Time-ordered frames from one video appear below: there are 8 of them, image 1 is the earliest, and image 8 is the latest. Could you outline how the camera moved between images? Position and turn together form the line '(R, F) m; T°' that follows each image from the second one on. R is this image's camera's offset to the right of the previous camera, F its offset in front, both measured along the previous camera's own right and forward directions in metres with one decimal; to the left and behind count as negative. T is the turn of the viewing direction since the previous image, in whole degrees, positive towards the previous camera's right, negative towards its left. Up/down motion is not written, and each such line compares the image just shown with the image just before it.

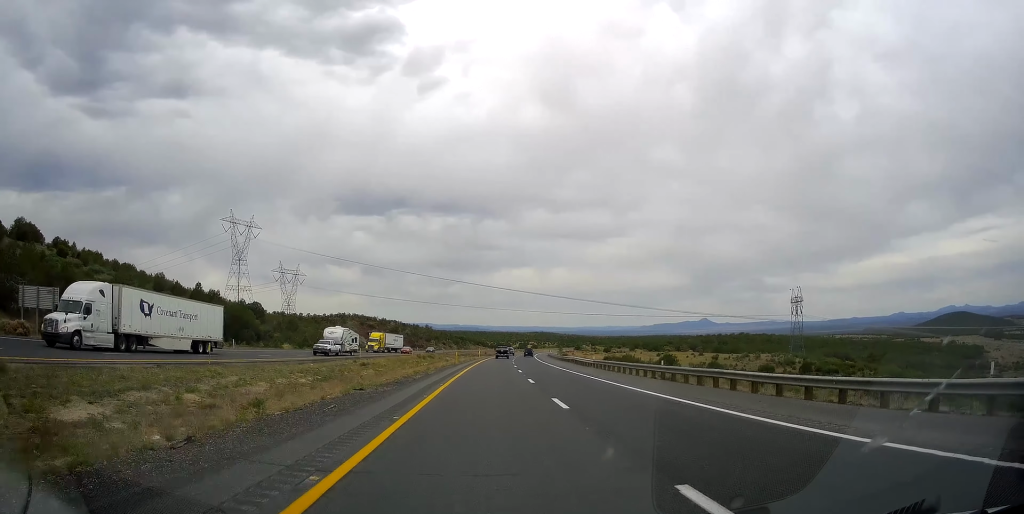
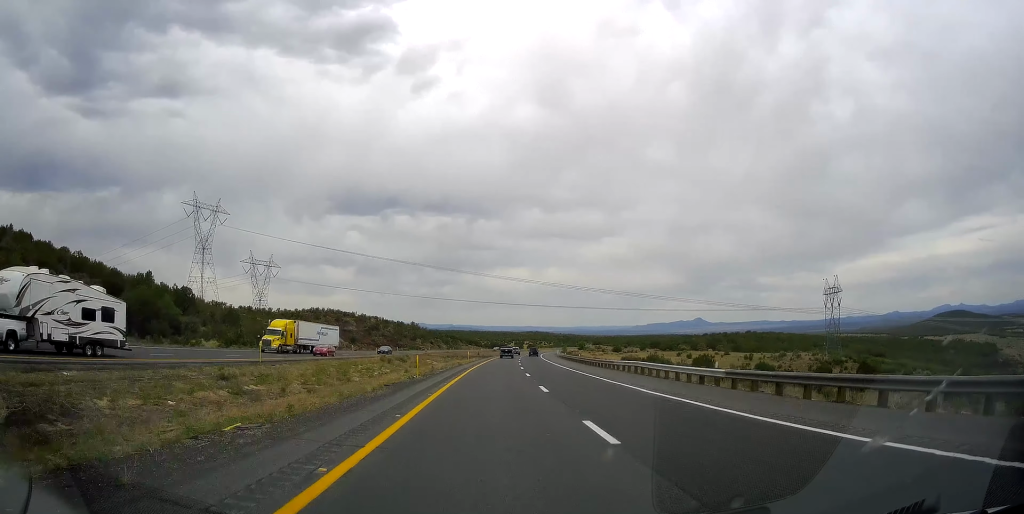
(+0.4, +30.4) m; +2°
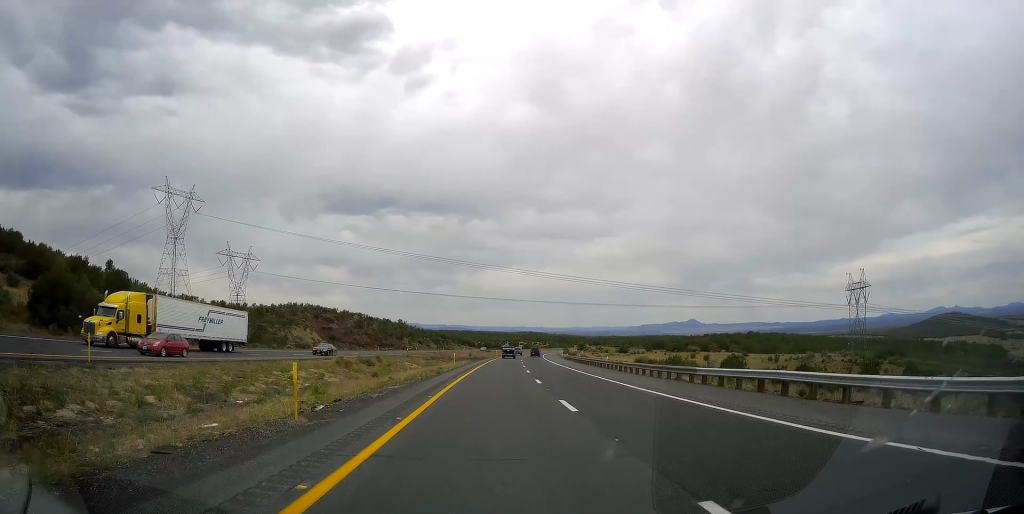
(+0.5, +19.1) m; +1°
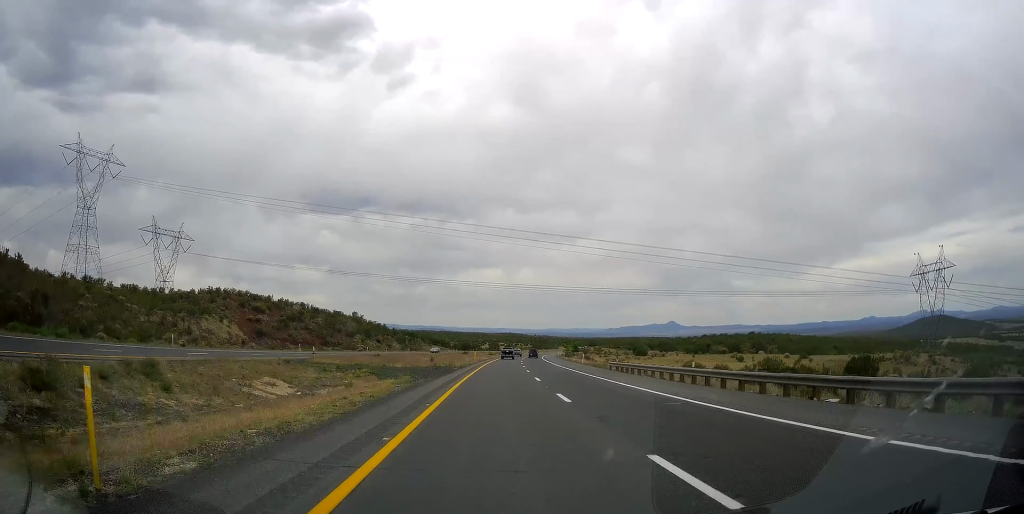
(0.0, +45.9) m; +1°
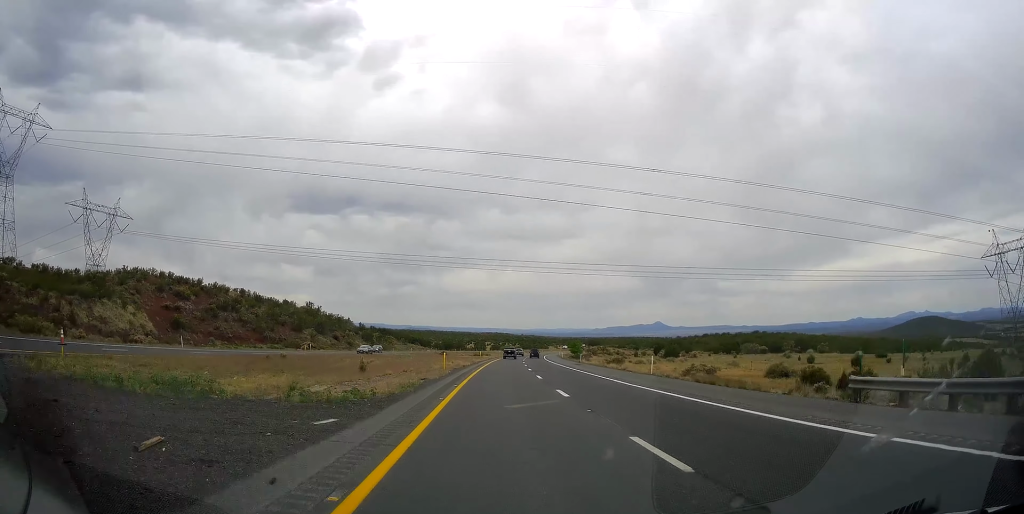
(+0.5, +34.6) m; +2°
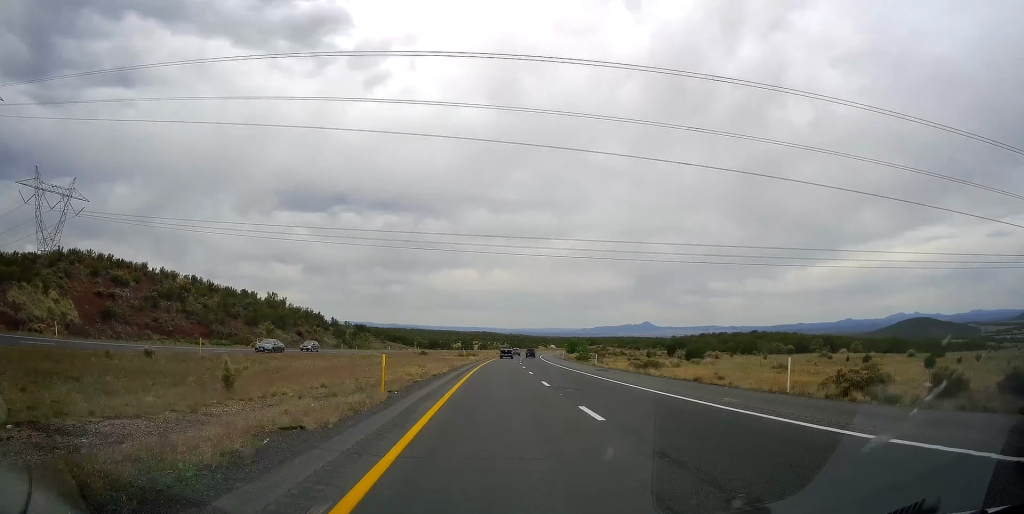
(+0.4, +19.0) m; +1°
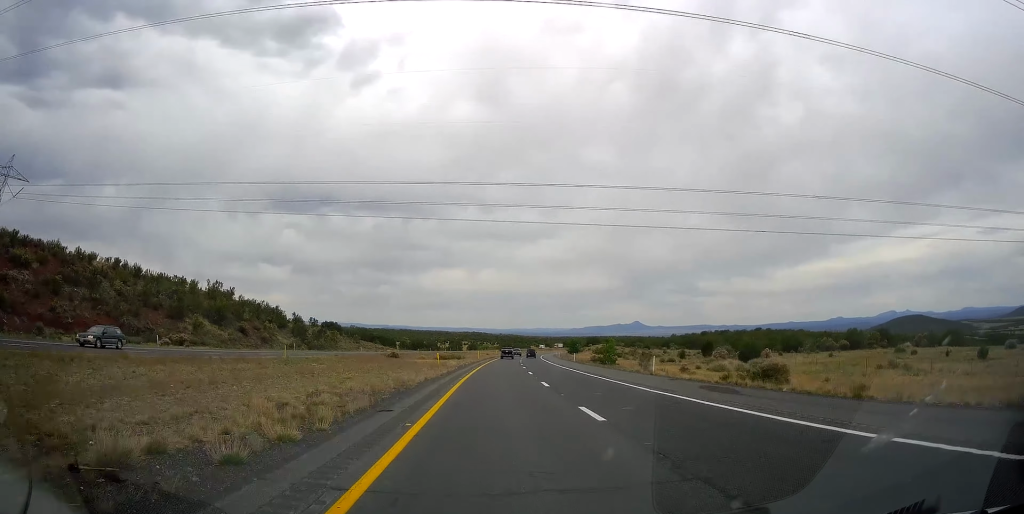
(+0.2, +24.5) m; +1°
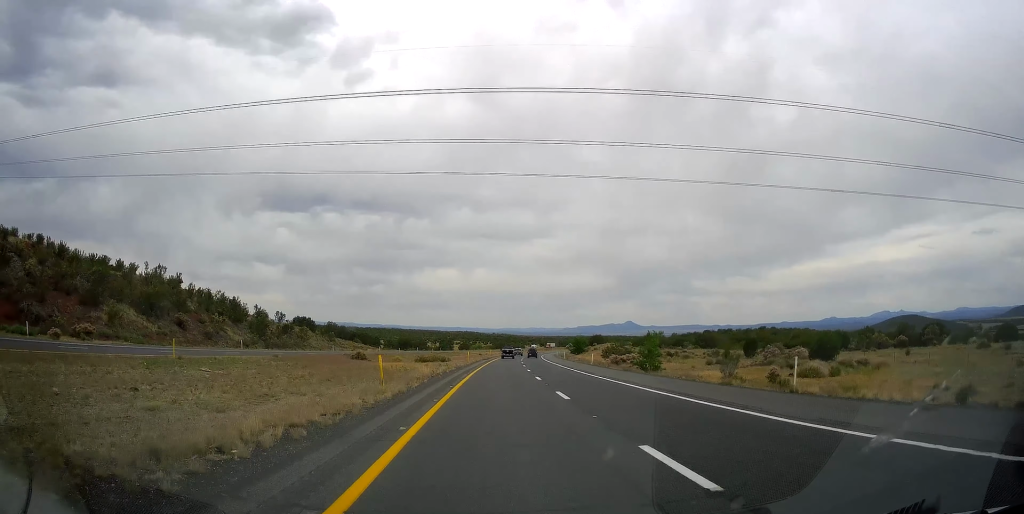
(0.0, +18.9) m; +1°
